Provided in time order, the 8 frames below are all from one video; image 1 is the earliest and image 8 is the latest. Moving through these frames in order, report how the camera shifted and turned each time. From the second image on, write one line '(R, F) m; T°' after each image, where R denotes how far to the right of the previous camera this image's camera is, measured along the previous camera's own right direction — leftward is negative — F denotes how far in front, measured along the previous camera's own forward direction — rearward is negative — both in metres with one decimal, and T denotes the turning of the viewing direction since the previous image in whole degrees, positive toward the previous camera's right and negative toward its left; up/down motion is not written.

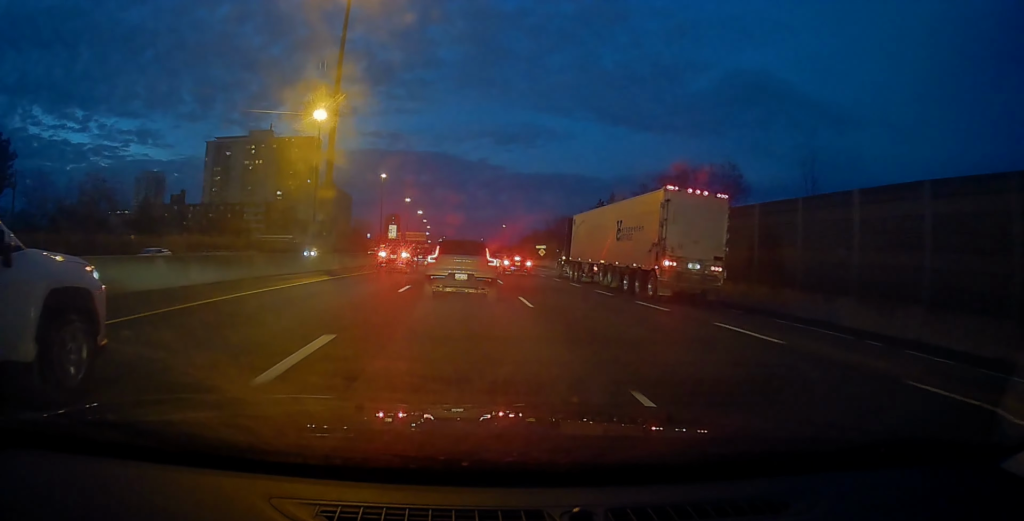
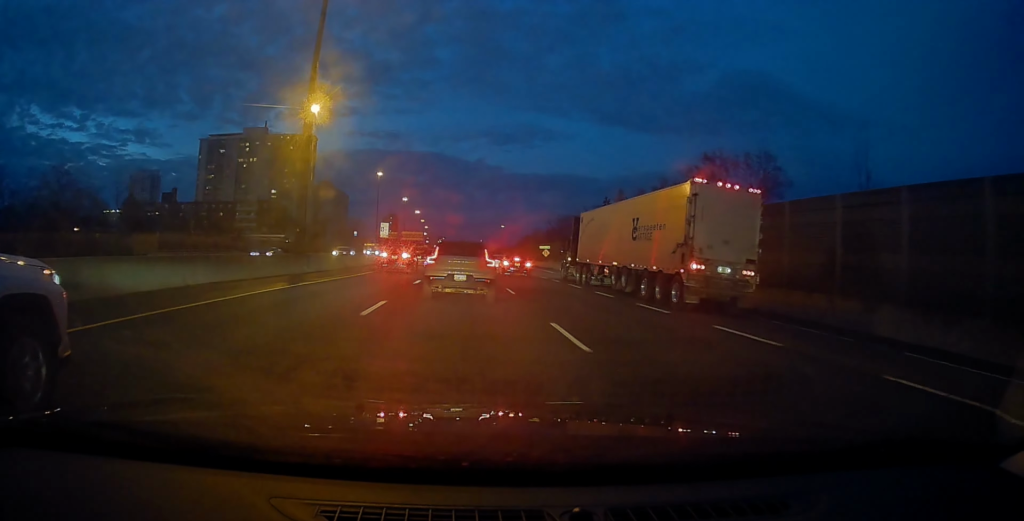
(0.0, +6.5) m; 0°
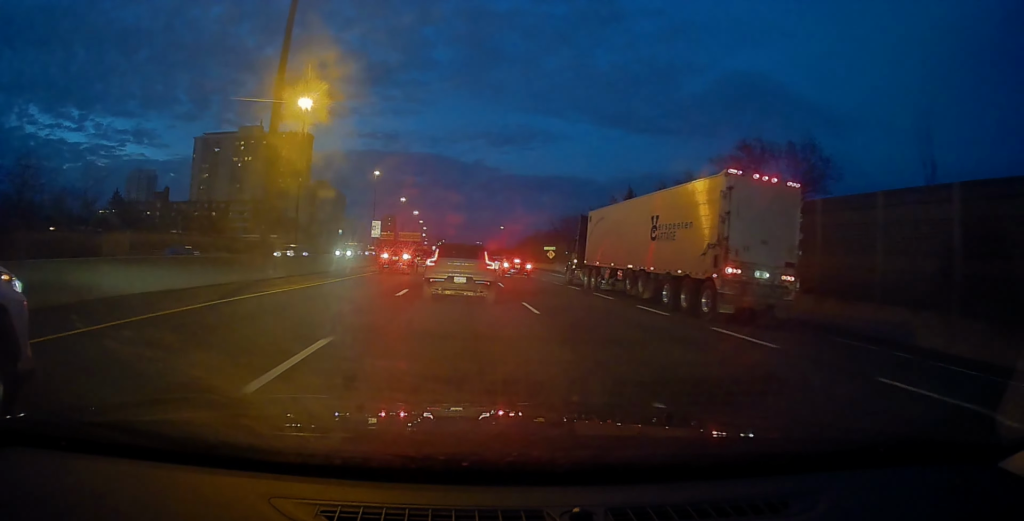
(0.0, +6.1) m; 0°
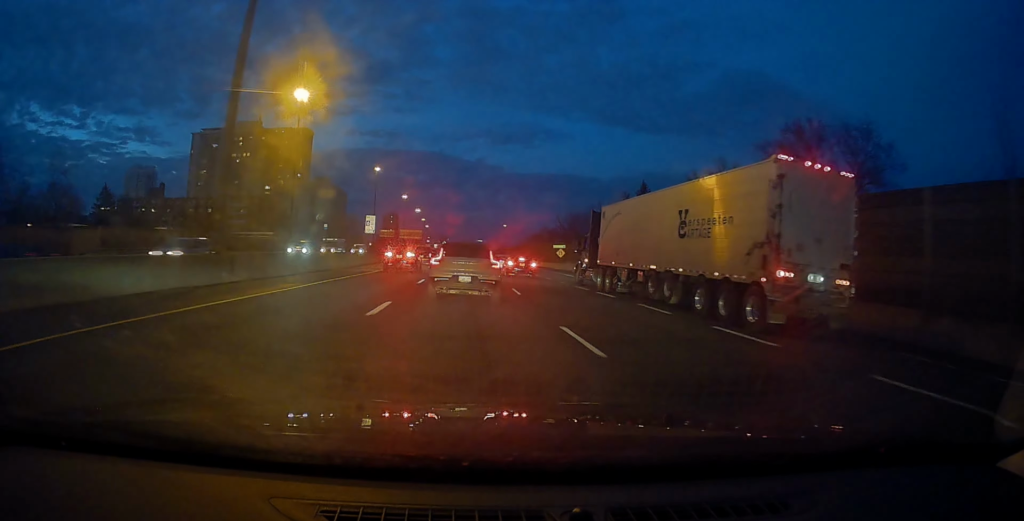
(0.0, +5.7) m; -1°
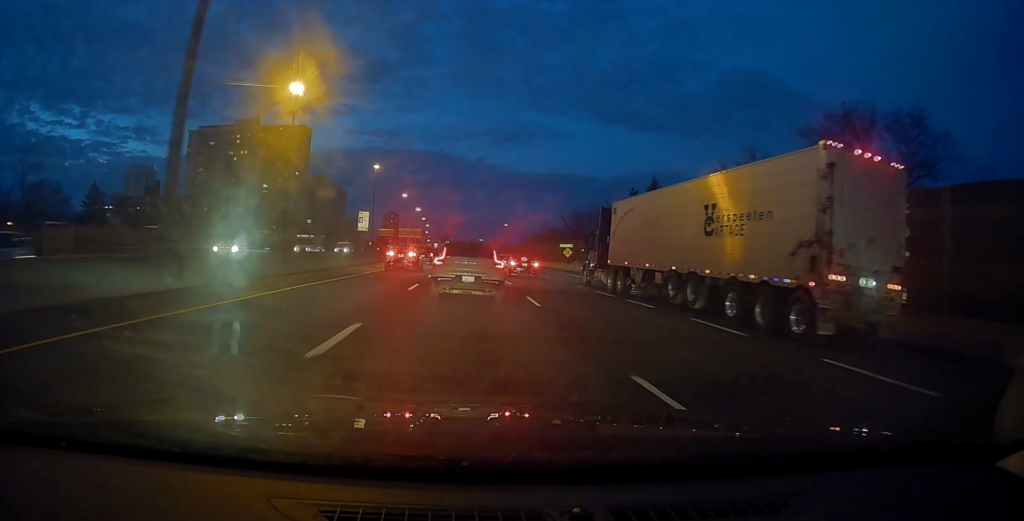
(+0.1, +4.4) m; -1°
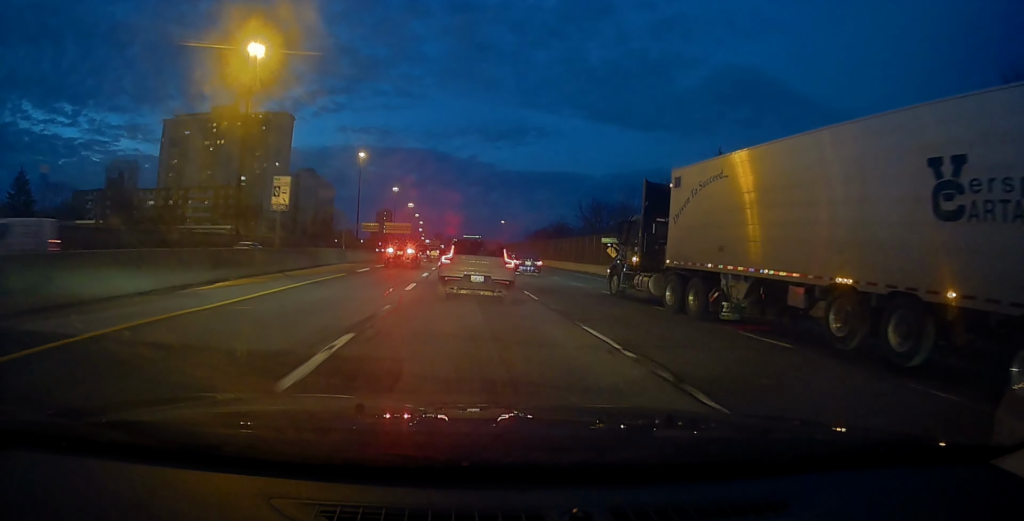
(-0.1, +23.7) m; +1°
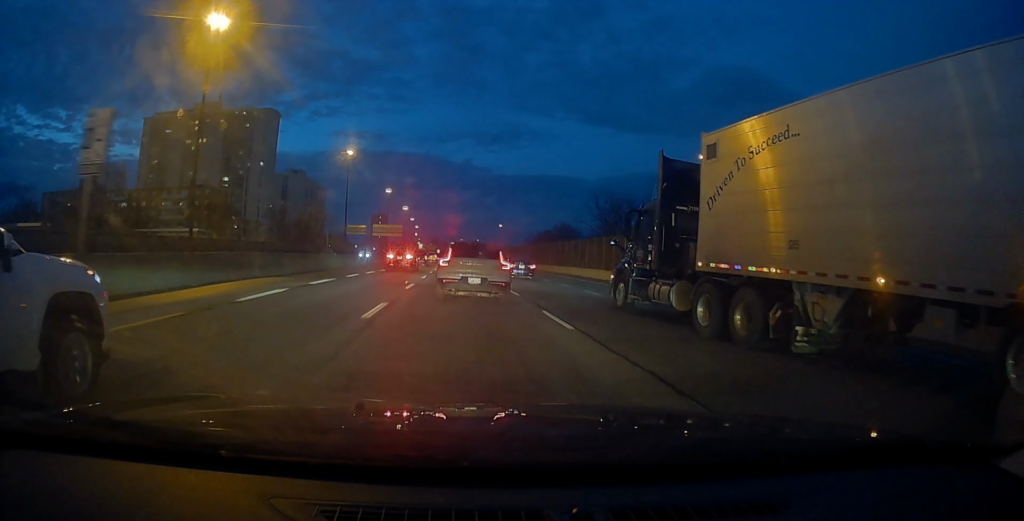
(+0.7, +16.0) m; +3°
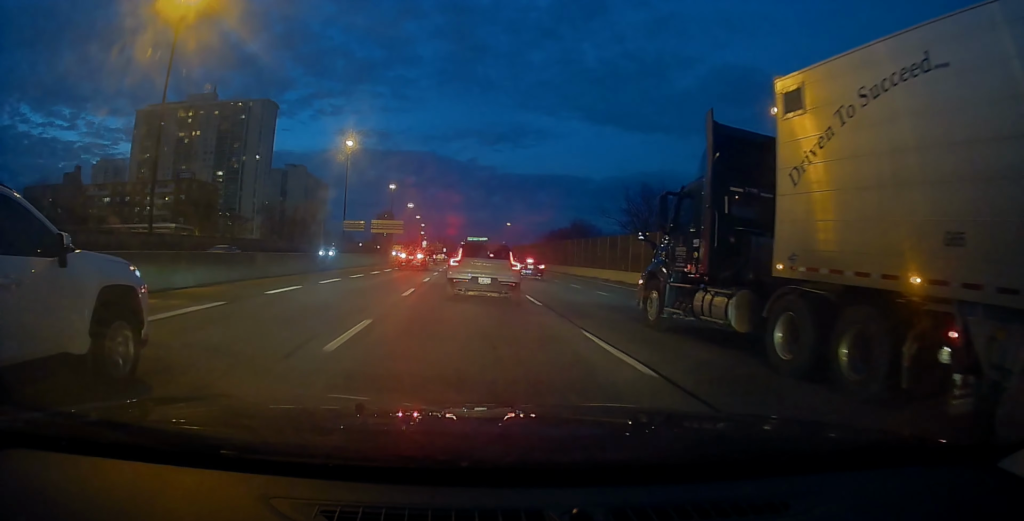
(-0.4, +12.4) m; -2°
